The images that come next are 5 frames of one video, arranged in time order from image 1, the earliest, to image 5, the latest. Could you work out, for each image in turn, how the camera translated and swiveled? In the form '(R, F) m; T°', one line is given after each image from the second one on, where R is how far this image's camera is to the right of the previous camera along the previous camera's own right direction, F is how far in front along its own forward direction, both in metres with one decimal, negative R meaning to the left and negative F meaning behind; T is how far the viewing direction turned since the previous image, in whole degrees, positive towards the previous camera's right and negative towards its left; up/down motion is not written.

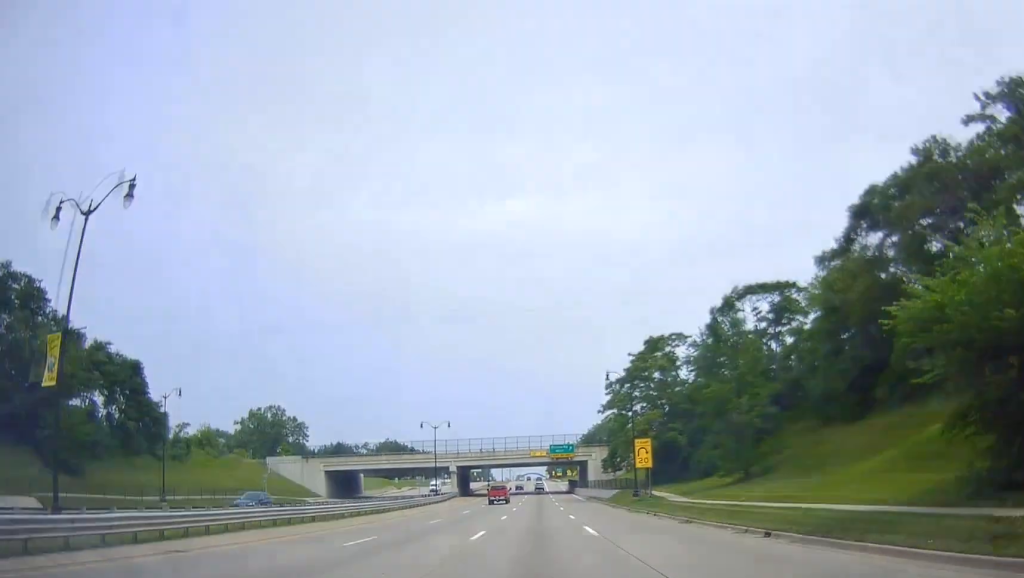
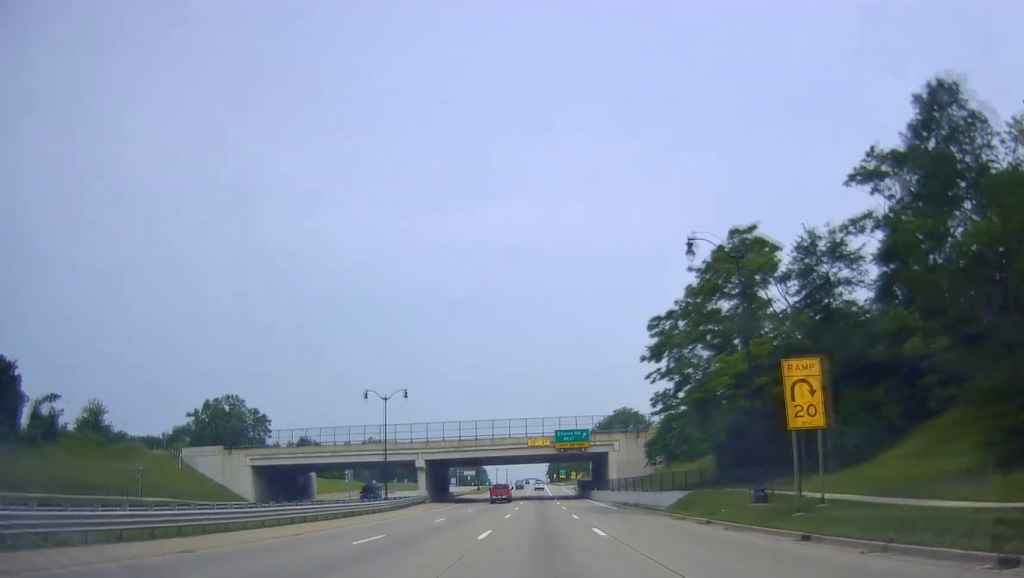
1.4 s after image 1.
(+0.1, +30.6) m; 0°
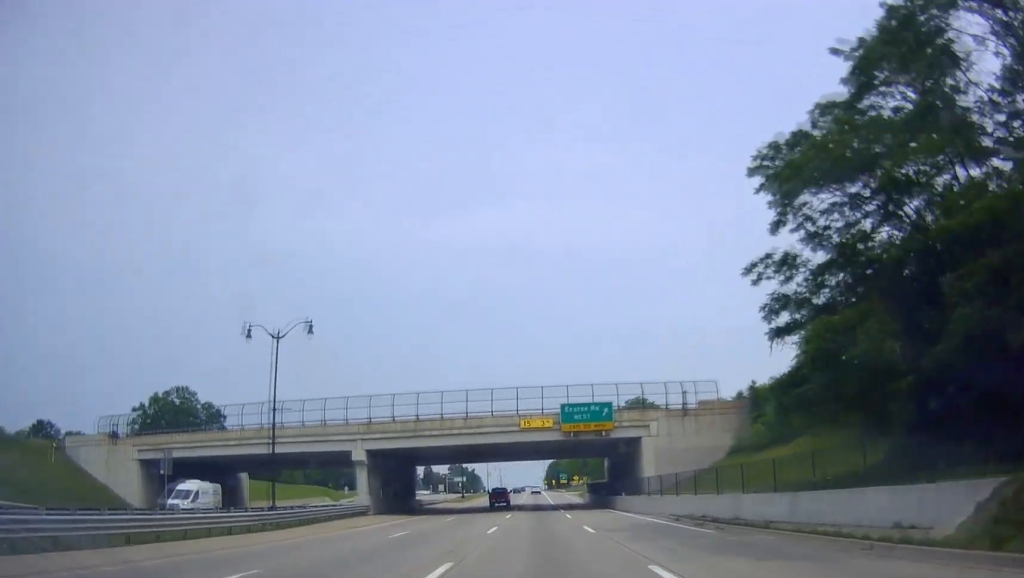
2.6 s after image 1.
(+0.5, +26.5) m; +1°
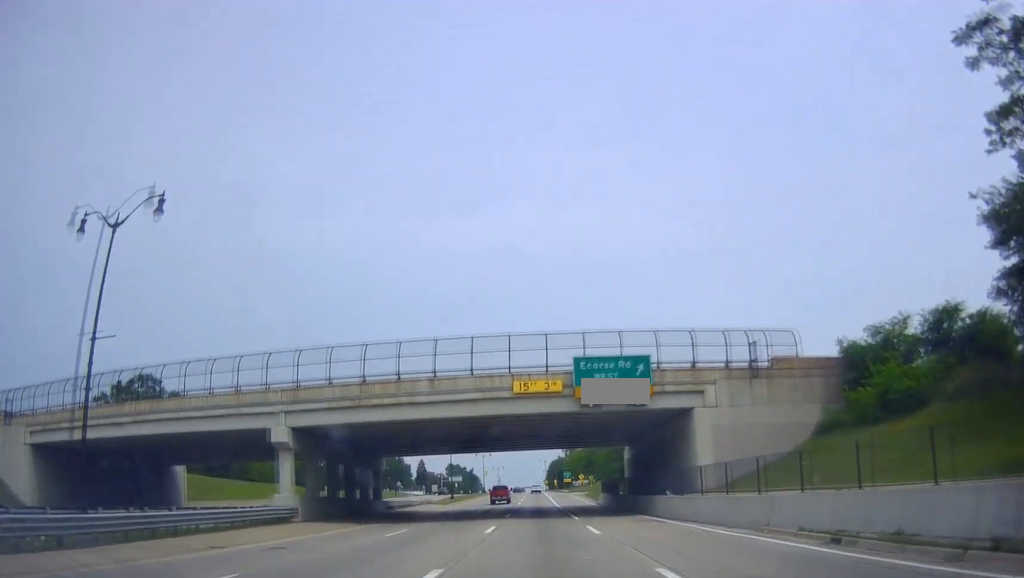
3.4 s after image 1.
(-0.2, +16.8) m; 0°
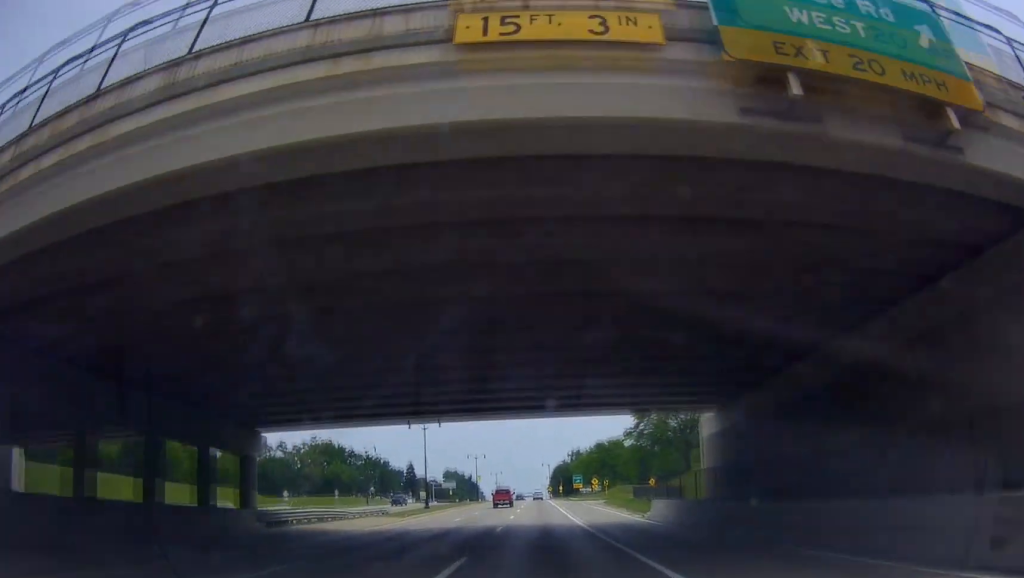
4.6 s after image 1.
(+0.2, +27.8) m; +1°
